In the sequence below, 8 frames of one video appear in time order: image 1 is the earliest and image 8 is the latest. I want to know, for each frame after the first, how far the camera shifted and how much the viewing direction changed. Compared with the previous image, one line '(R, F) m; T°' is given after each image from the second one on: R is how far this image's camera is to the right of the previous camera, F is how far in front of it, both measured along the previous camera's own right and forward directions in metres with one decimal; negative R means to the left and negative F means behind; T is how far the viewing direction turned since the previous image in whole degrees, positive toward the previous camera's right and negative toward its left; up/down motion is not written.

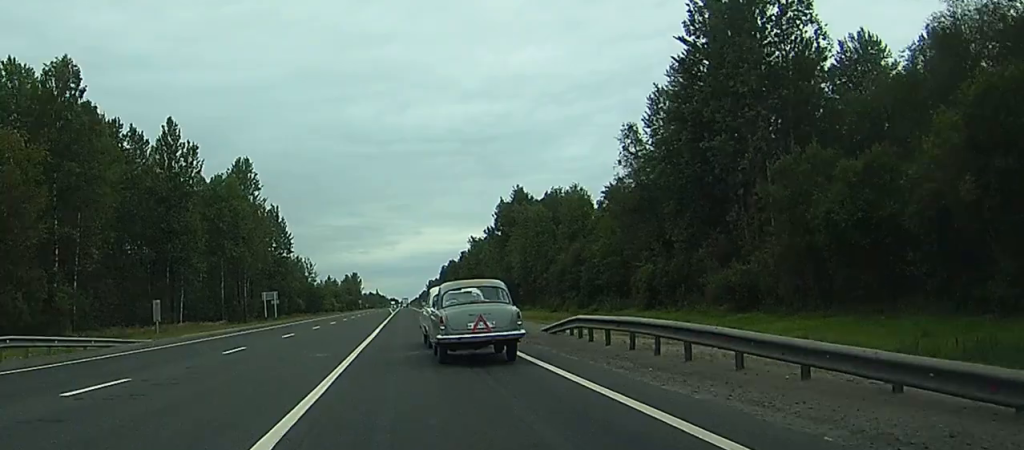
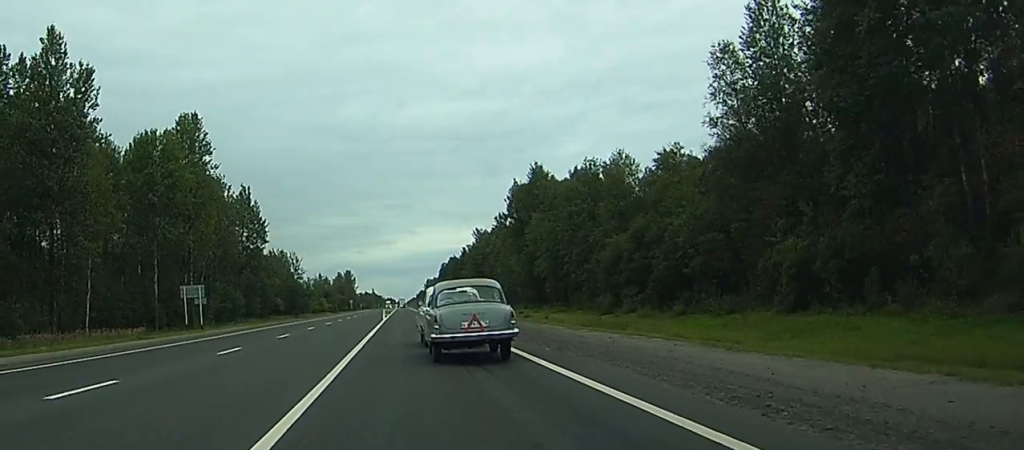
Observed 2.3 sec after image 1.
(+0.3, +36.5) m; 0°
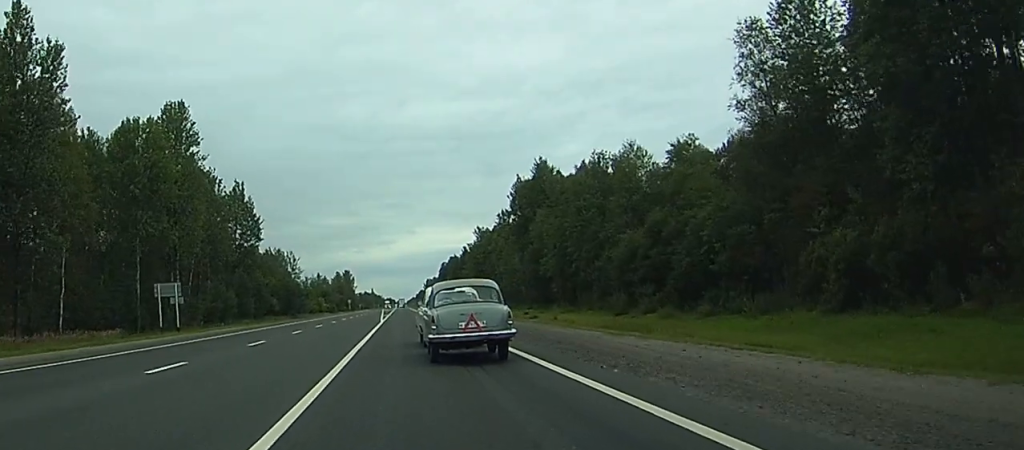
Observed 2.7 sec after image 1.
(0.0, +6.9) m; 0°
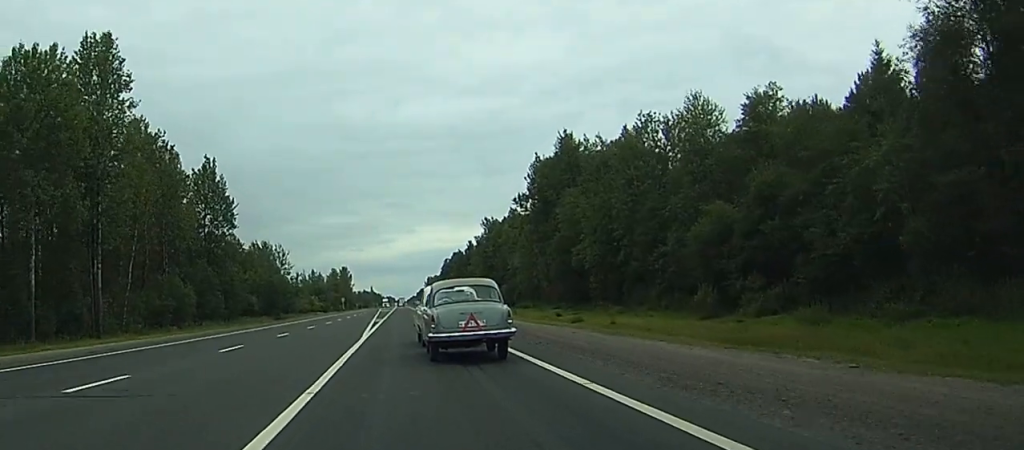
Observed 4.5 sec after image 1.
(+0.1, +28.4) m; 0°
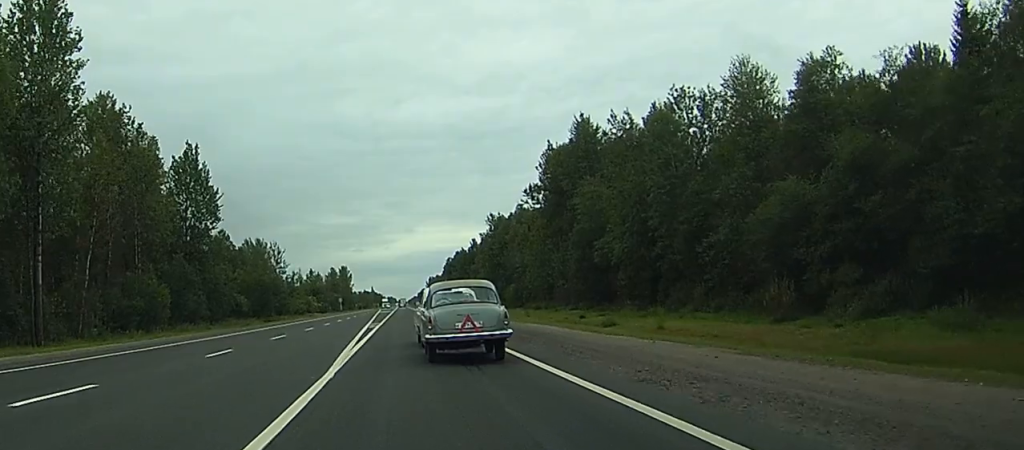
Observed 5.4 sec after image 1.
(0.0, +14.0) m; 0°
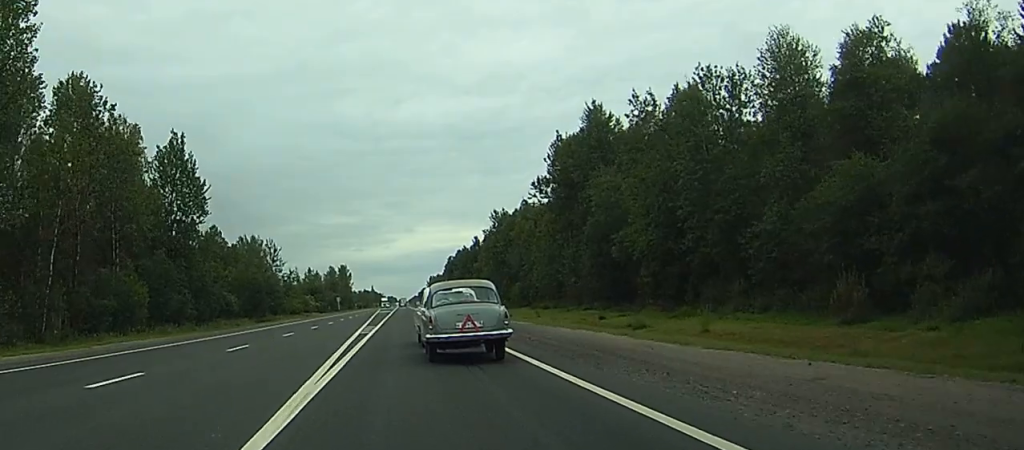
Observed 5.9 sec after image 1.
(0.0, +9.2) m; 0°
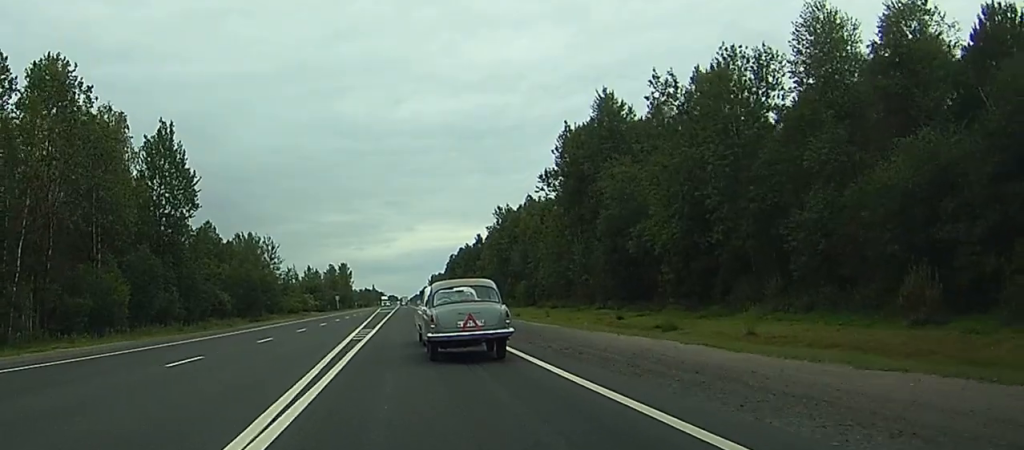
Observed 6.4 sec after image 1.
(0.0, +7.0) m; 0°
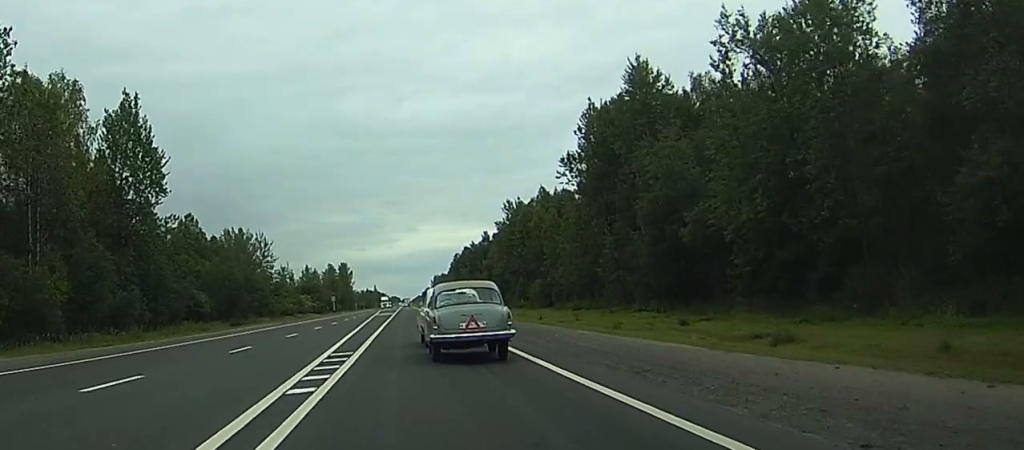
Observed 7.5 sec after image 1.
(0.0, +18.0) m; 0°
